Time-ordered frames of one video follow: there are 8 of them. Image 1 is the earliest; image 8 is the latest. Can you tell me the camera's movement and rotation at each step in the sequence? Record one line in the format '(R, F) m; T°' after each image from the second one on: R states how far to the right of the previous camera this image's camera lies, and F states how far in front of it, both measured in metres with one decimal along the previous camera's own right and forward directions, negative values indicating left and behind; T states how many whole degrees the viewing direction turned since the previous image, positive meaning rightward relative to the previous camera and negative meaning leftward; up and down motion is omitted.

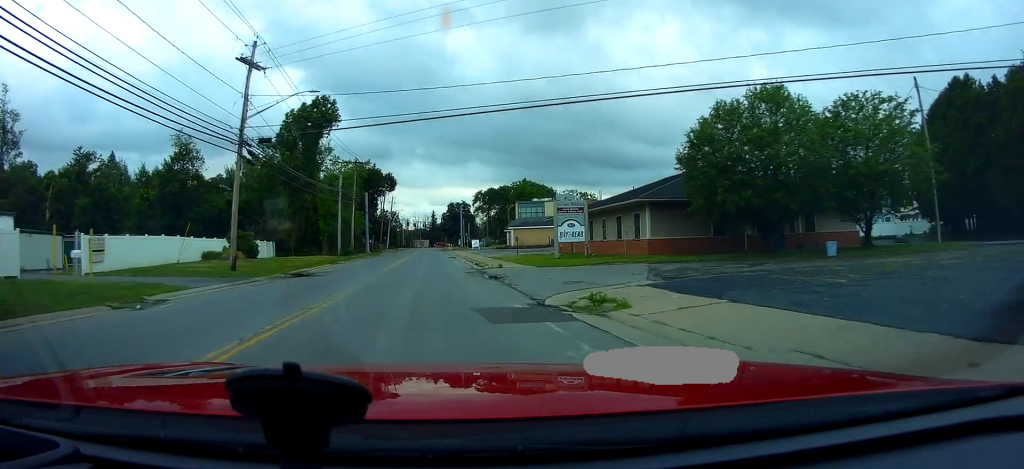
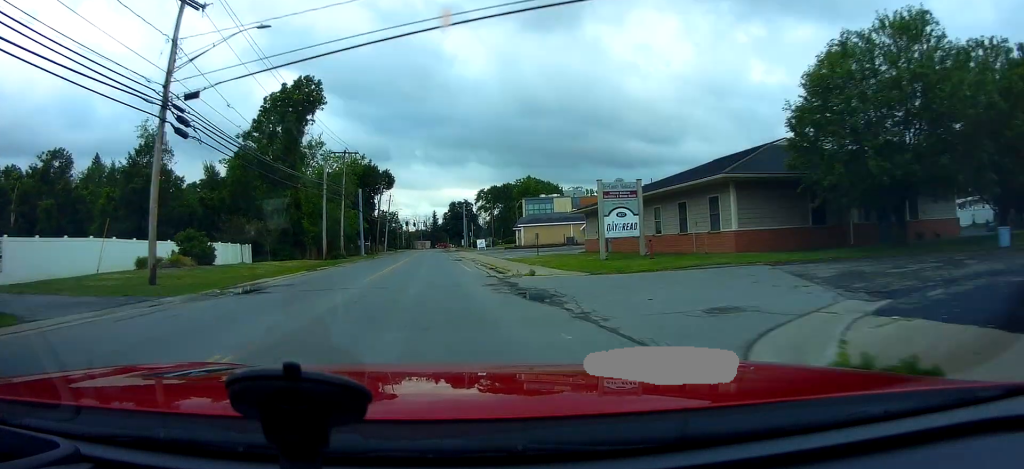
(+0.1, +8.7) m; 0°
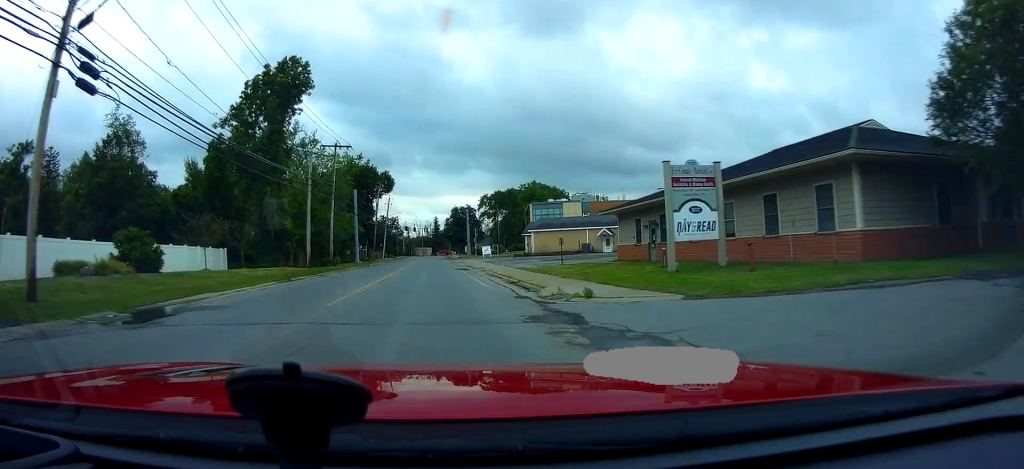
(+0.1, +7.0) m; 0°
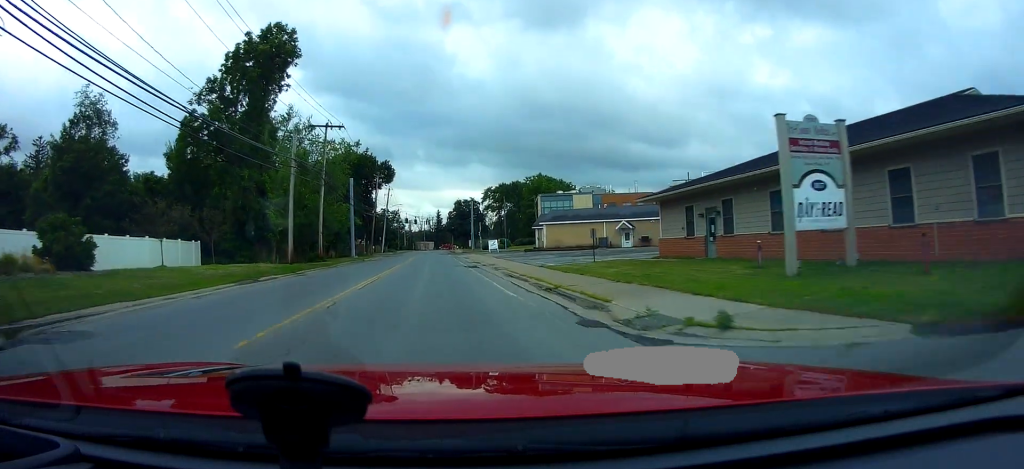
(-0.1, +6.2) m; +1°
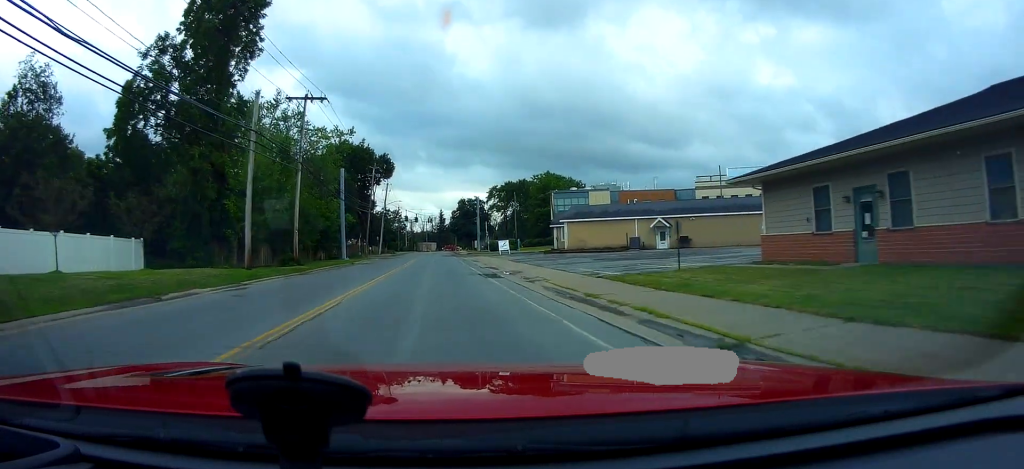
(0.0, +9.4) m; 0°
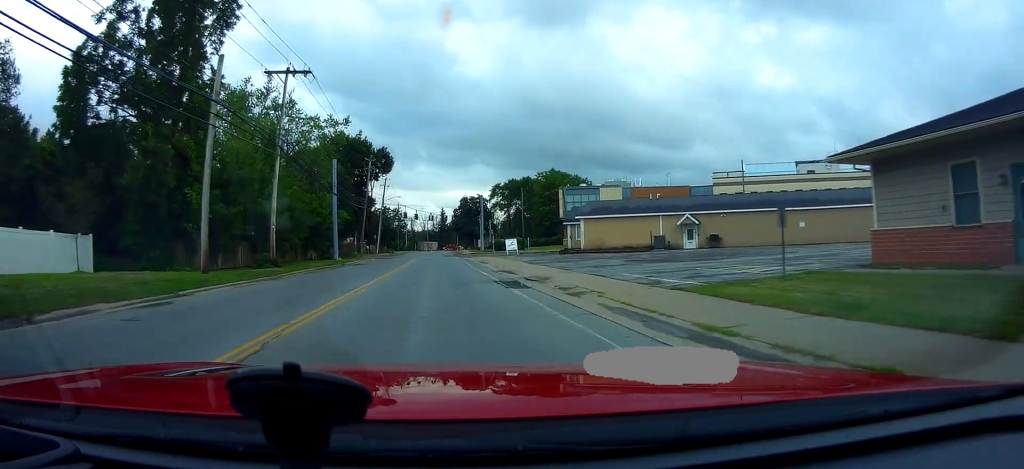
(+0.3, +5.8) m; -1°
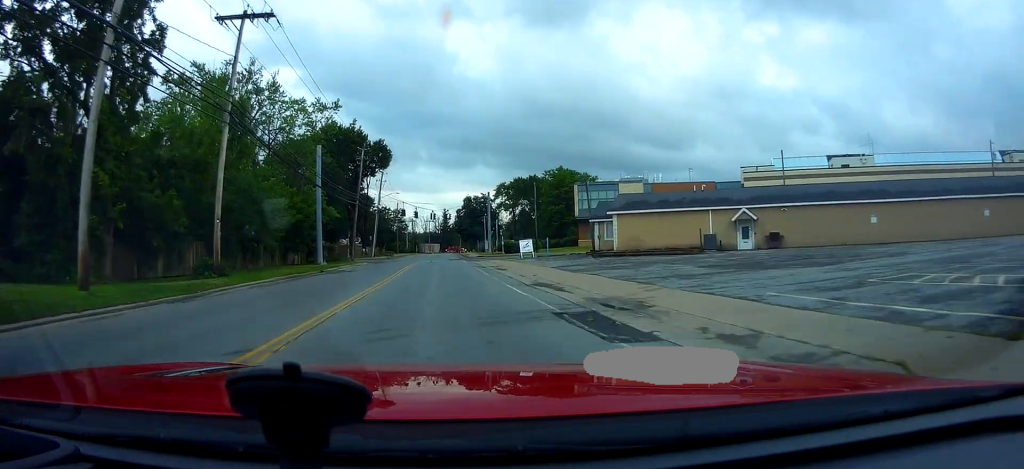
(-0.1, +8.8) m; -2°
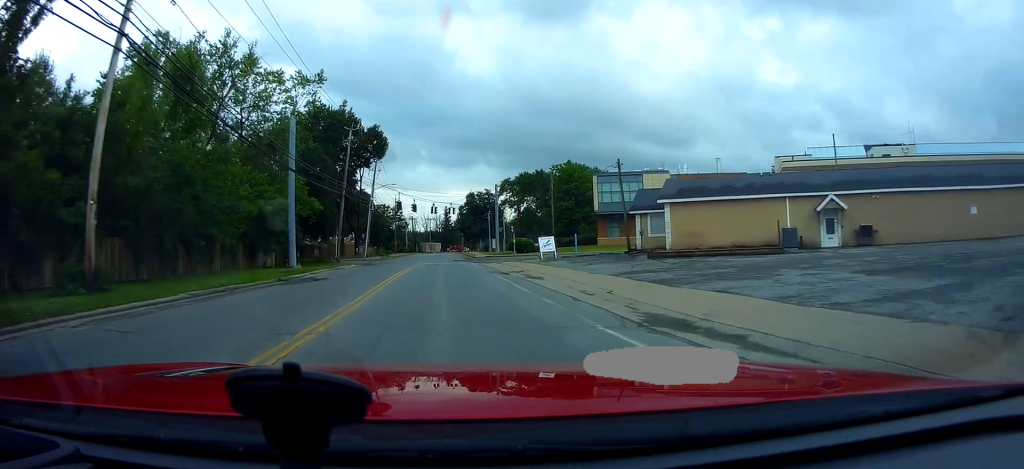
(-0.6, +9.6) m; -2°
